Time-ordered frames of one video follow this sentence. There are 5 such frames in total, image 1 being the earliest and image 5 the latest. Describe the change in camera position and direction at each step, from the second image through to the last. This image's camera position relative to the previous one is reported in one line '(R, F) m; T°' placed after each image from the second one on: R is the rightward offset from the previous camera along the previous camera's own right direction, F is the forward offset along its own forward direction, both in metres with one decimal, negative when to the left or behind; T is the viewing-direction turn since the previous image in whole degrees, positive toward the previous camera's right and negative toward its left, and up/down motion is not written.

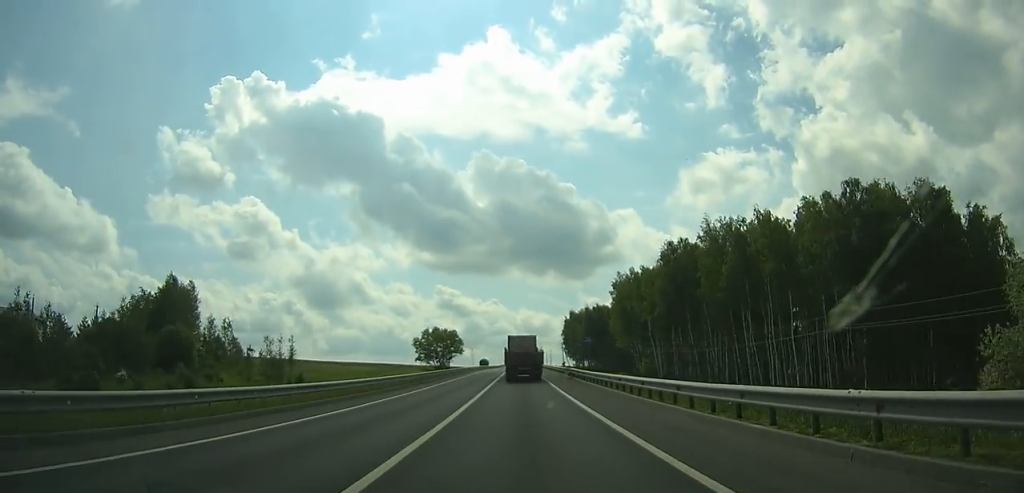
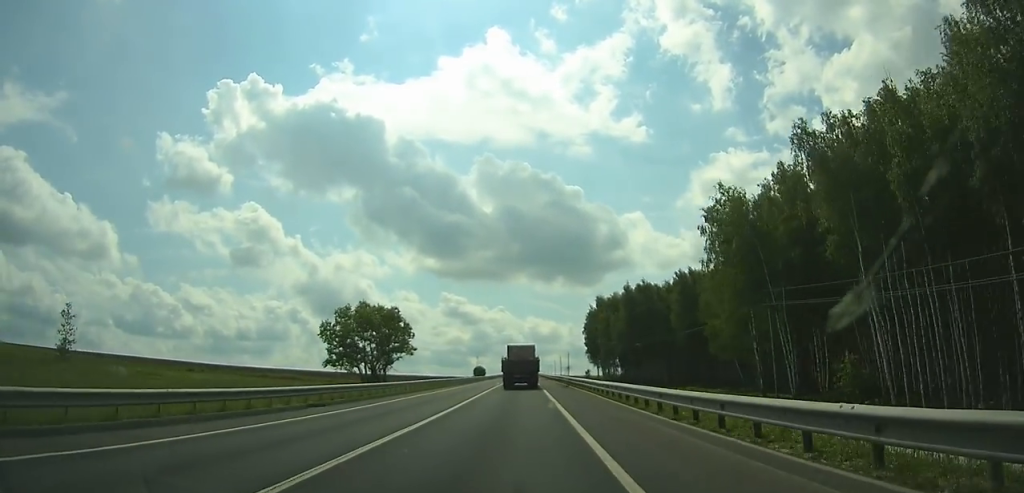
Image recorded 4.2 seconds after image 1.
(-0.6, +73.3) m; -1°
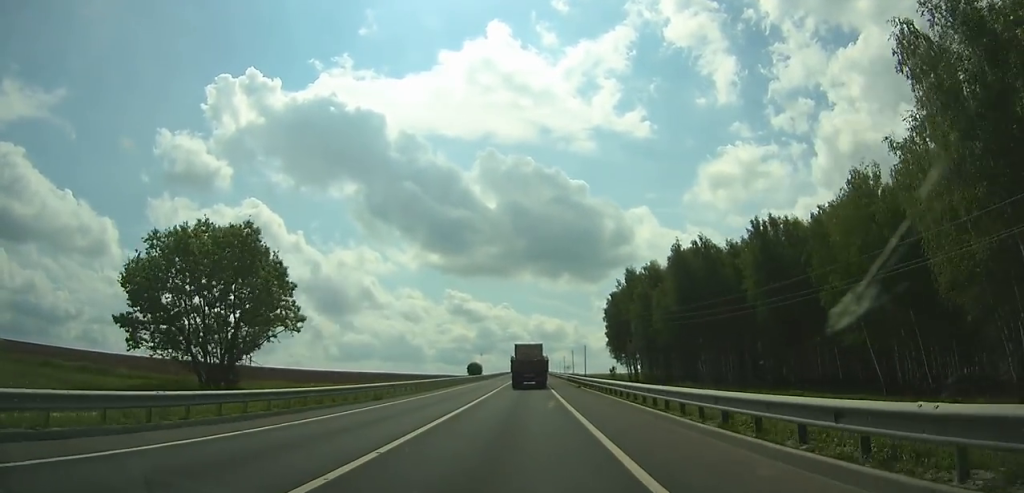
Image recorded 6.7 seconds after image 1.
(-0.4, +42.8) m; -1°
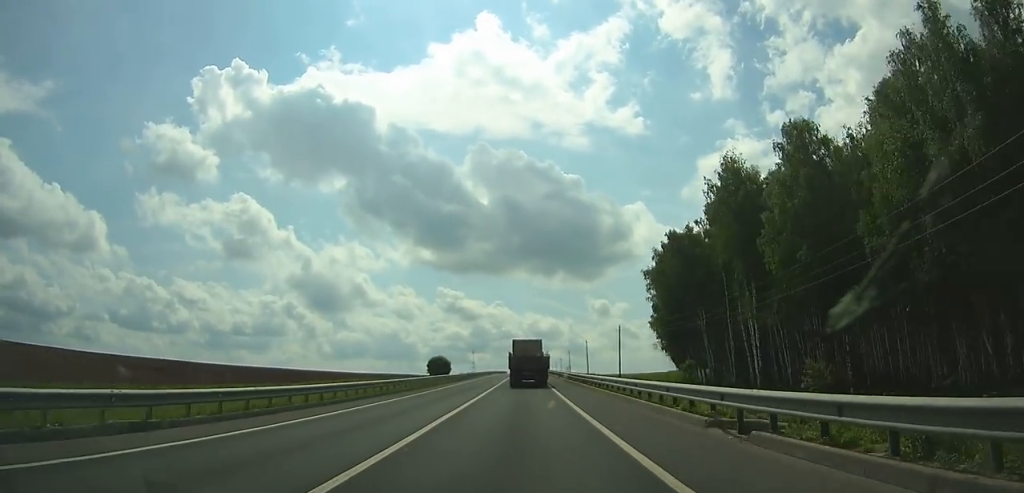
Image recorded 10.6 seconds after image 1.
(-0.1, +65.3) m; 0°
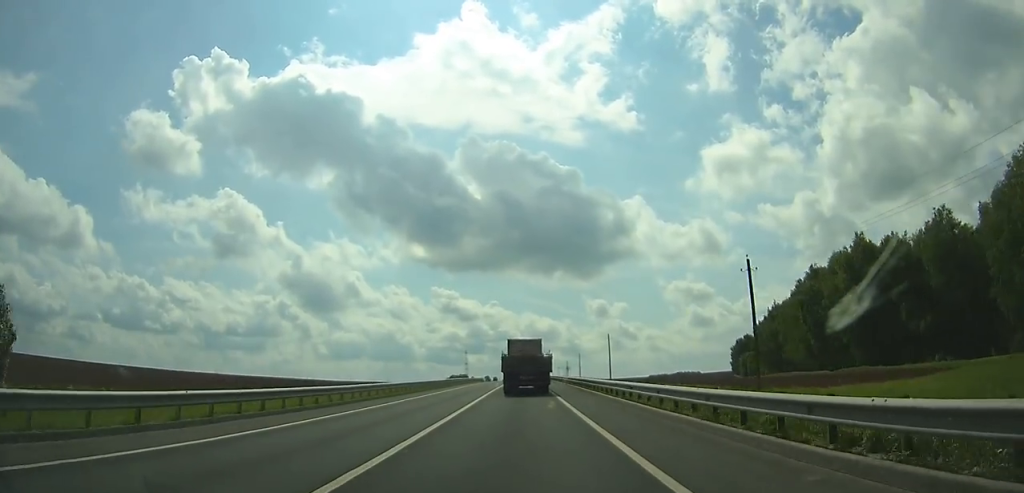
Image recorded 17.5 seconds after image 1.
(+0.6, +109.7) m; +1°
